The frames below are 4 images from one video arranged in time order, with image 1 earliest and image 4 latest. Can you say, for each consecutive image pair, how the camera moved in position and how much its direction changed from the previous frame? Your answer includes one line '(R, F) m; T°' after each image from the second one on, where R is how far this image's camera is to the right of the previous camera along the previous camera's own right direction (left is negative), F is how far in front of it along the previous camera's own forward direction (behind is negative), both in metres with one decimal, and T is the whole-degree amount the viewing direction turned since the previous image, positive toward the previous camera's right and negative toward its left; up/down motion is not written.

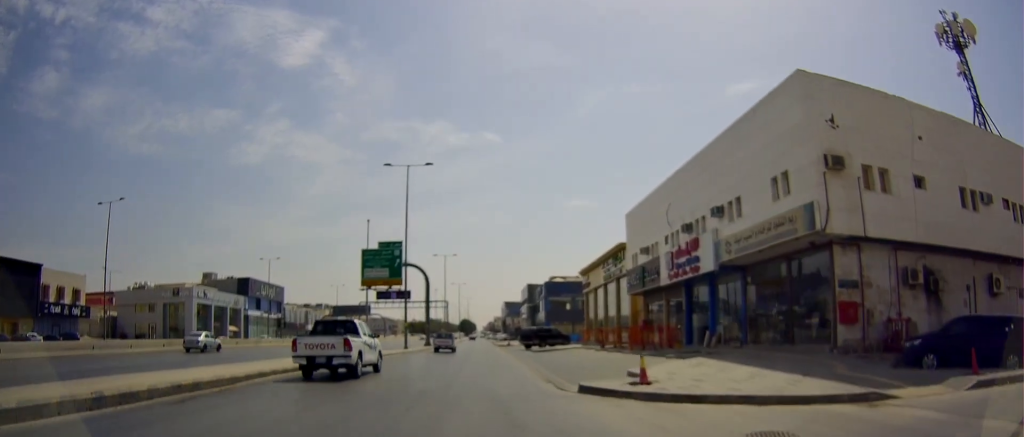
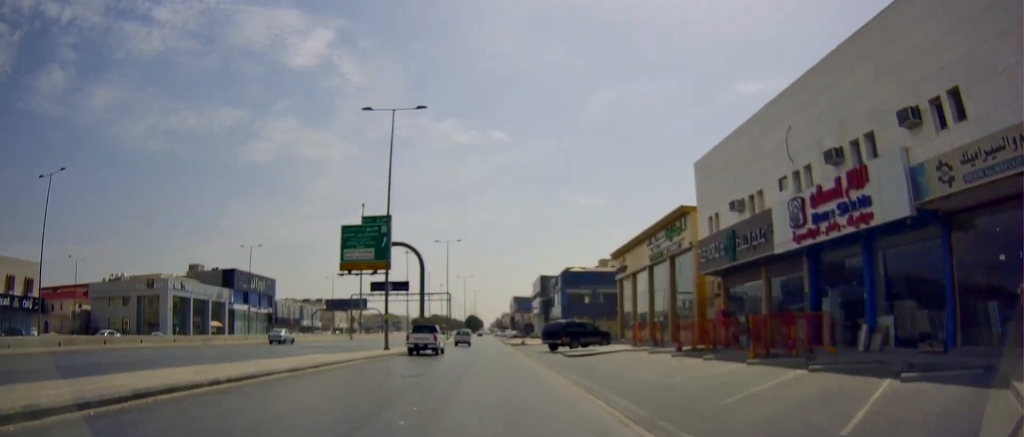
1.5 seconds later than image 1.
(+0.5, +13.8) m; +2°
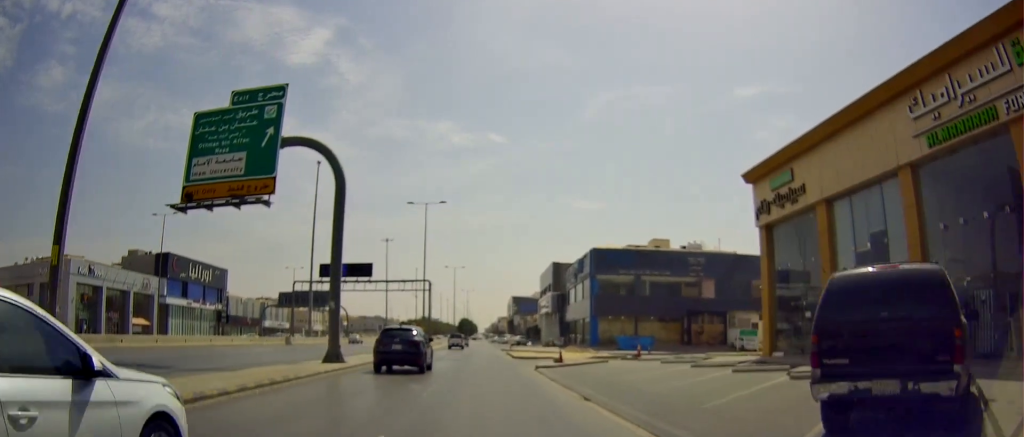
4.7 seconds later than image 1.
(+0.3, +30.3) m; +1°
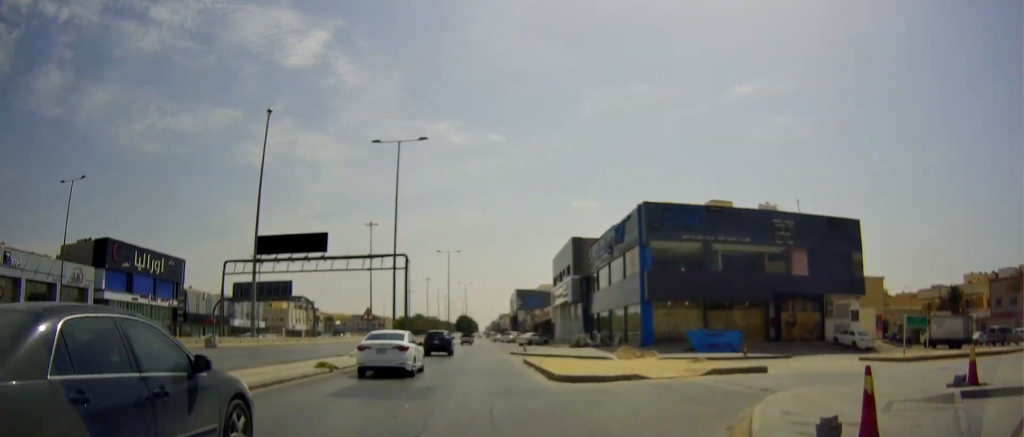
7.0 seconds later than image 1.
(-0.3, +22.0) m; -3°
